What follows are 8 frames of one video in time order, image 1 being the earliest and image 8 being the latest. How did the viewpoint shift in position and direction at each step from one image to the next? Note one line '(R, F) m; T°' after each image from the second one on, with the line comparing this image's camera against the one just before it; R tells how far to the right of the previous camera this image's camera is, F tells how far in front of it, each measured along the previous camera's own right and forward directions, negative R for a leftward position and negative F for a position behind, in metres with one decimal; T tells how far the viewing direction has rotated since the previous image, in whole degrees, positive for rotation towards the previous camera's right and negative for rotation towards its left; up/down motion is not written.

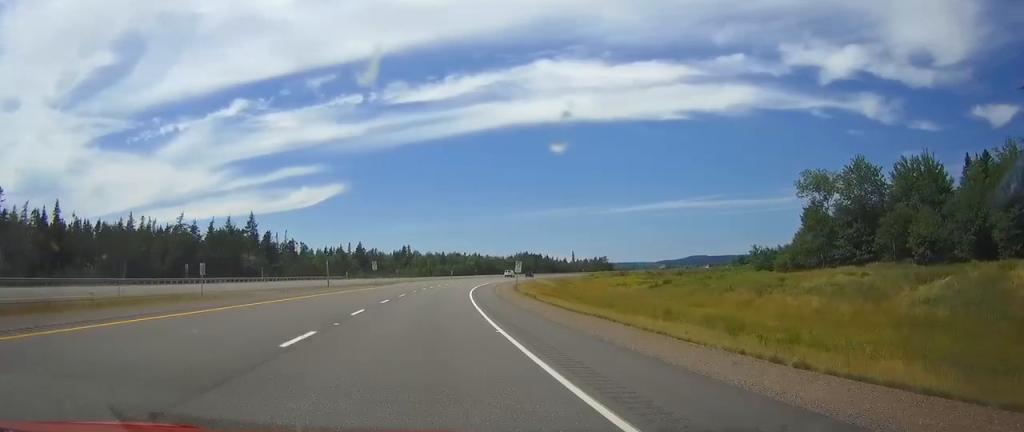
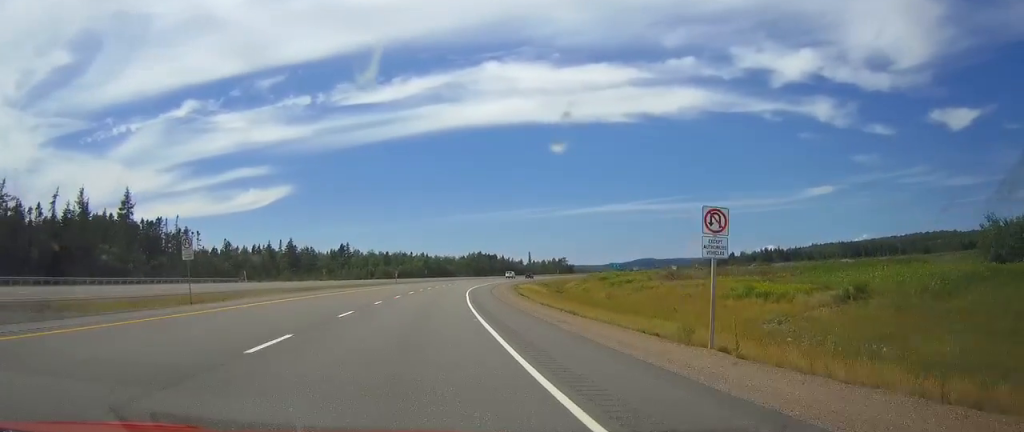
(+2.2, +54.6) m; +5°
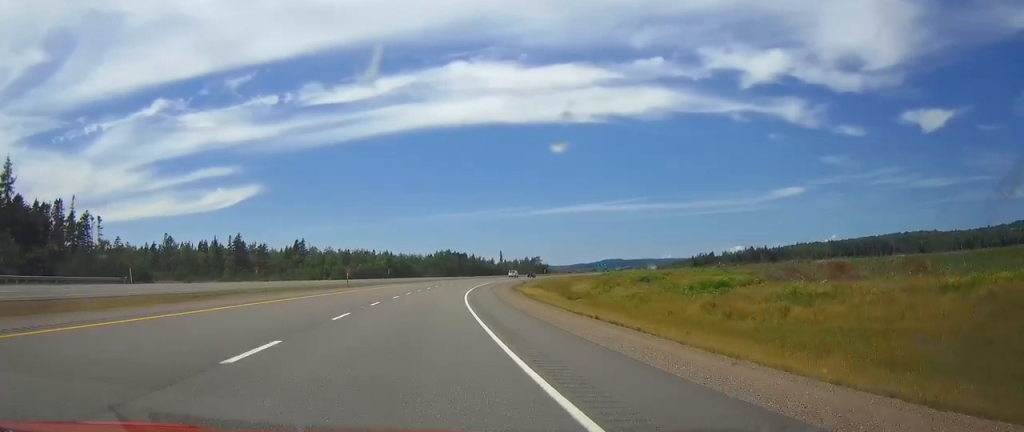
(+0.9, +37.2) m; +3°
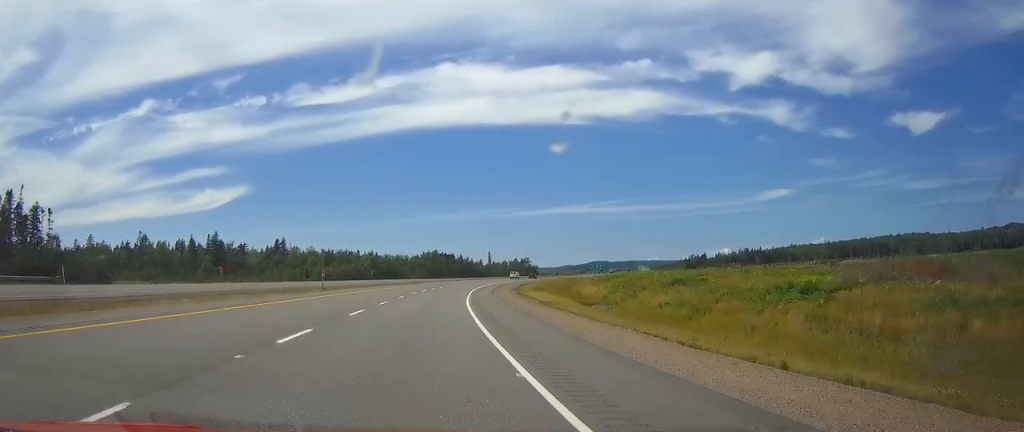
(+0.4, +14.8) m; +1°
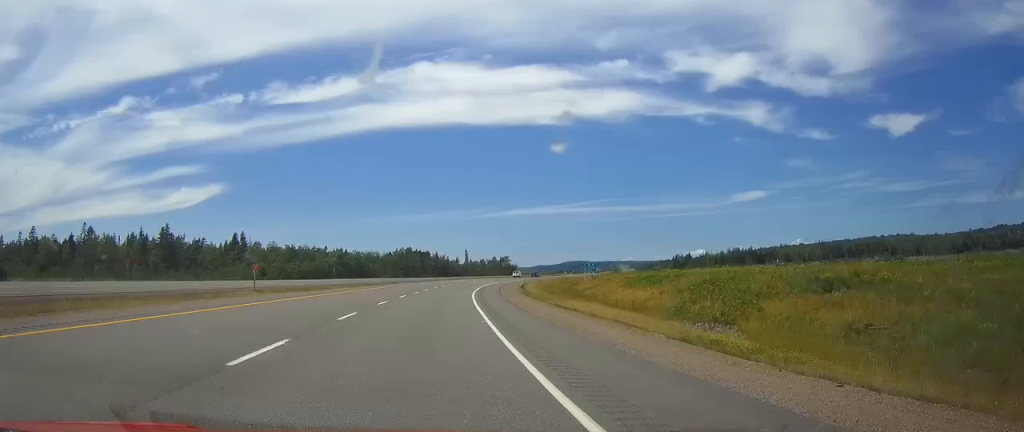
(+0.6, +29.5) m; +2°
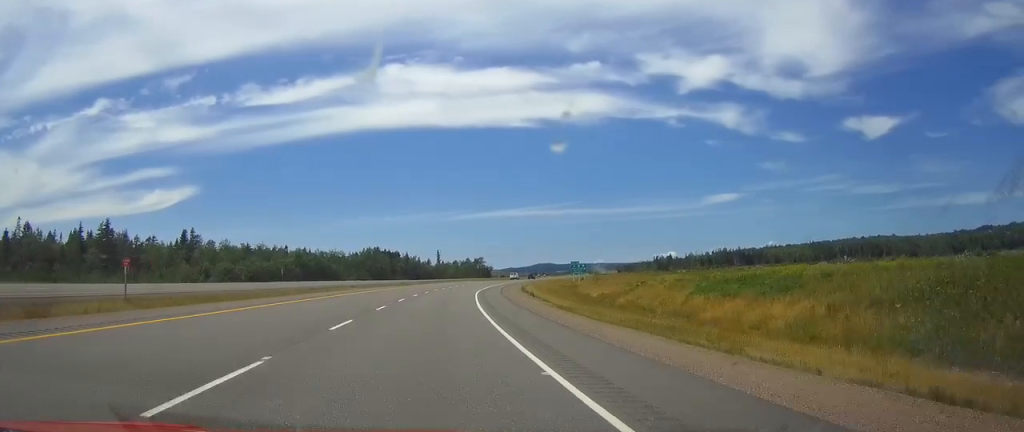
(+0.5, +29.4) m; +3°
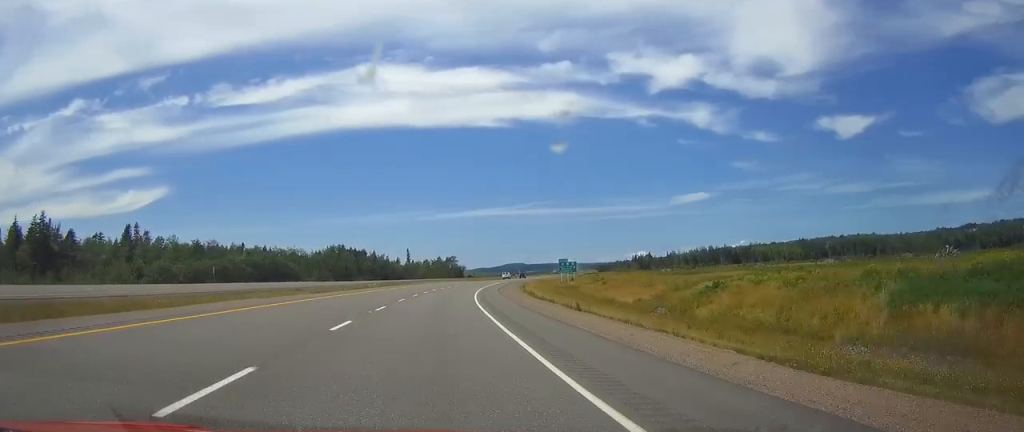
(+0.6, +27.4) m; +3°
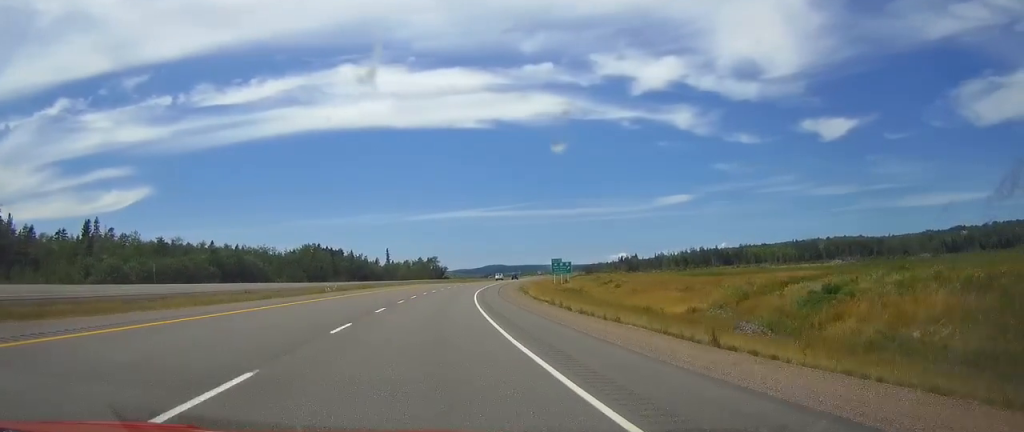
(+0.1, +17.9) m; +4°
